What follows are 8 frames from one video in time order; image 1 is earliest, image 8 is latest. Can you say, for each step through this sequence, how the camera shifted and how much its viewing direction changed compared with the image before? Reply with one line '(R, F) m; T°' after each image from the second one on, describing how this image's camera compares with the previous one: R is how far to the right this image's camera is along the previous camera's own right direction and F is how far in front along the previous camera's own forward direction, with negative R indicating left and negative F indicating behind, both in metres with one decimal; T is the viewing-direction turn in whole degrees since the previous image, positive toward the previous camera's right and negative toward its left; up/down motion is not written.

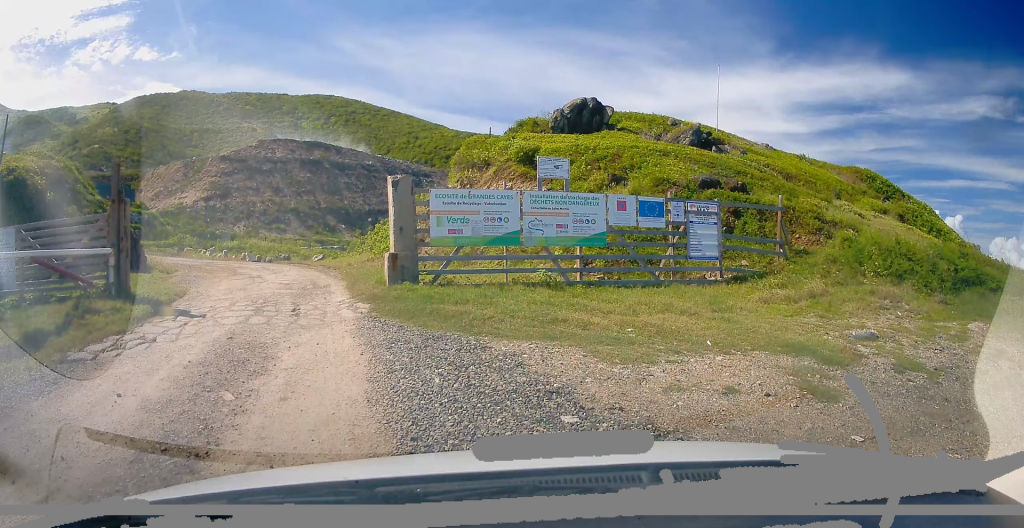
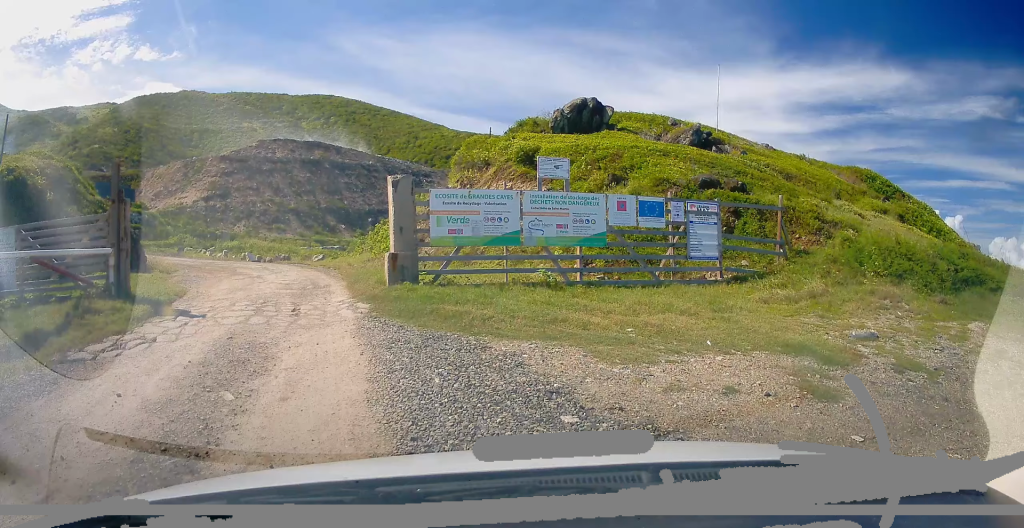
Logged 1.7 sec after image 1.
(0.0, 0.0) m; 0°
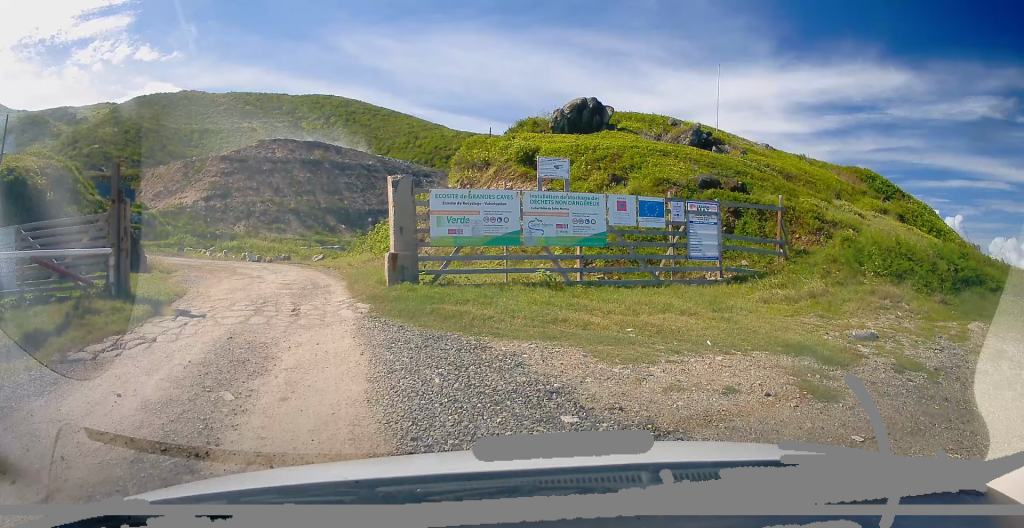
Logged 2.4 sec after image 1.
(0.0, 0.0) m; 0°
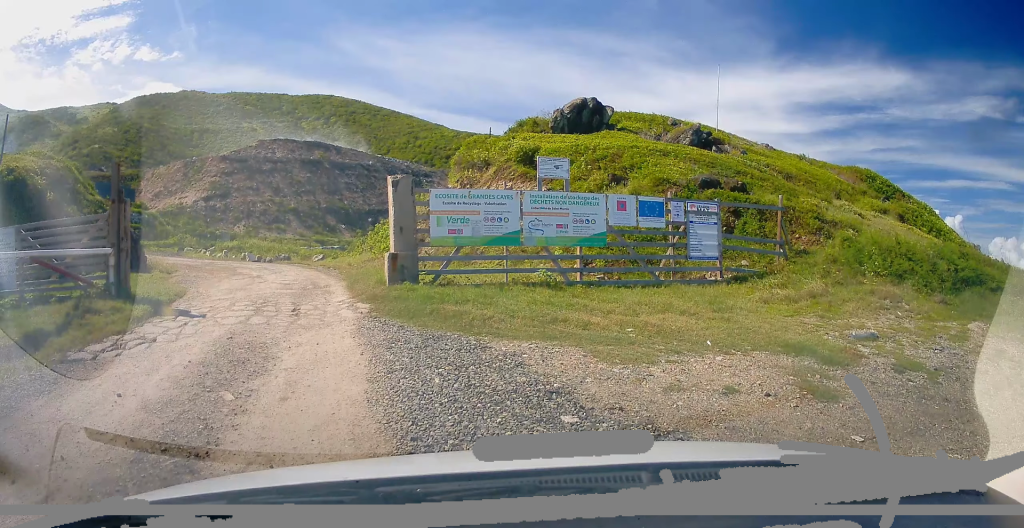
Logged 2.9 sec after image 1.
(0.0, 0.0) m; 0°
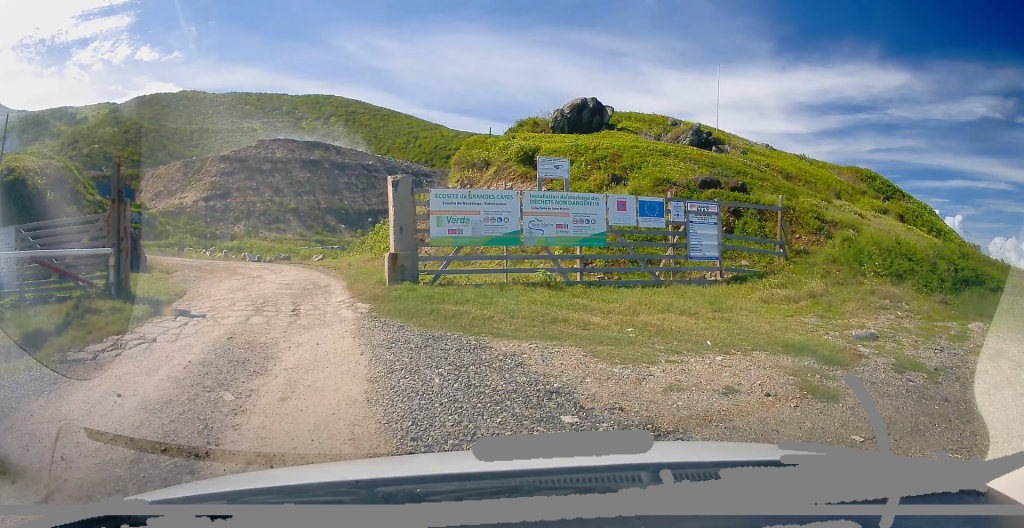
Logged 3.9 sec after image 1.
(0.0, 0.0) m; 0°
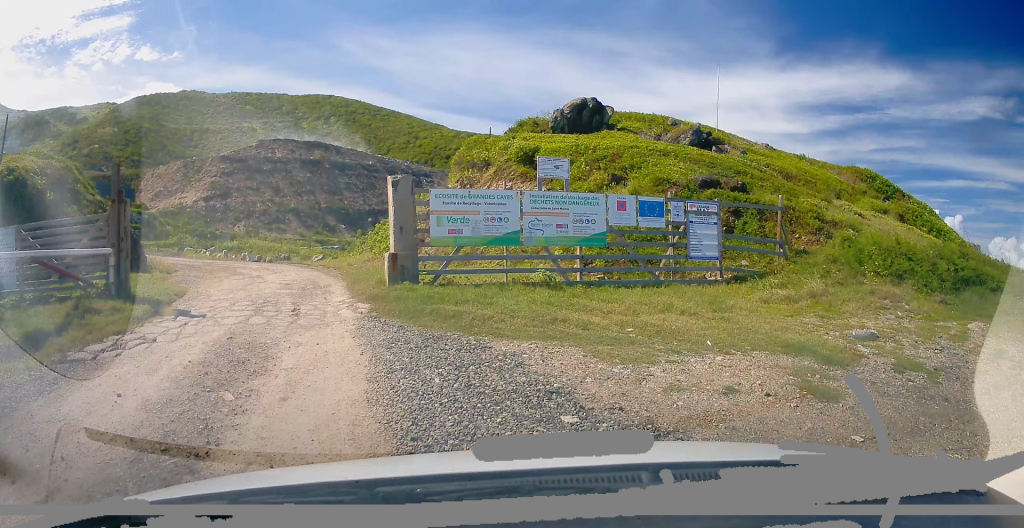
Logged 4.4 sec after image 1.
(0.0, 0.0) m; 0°
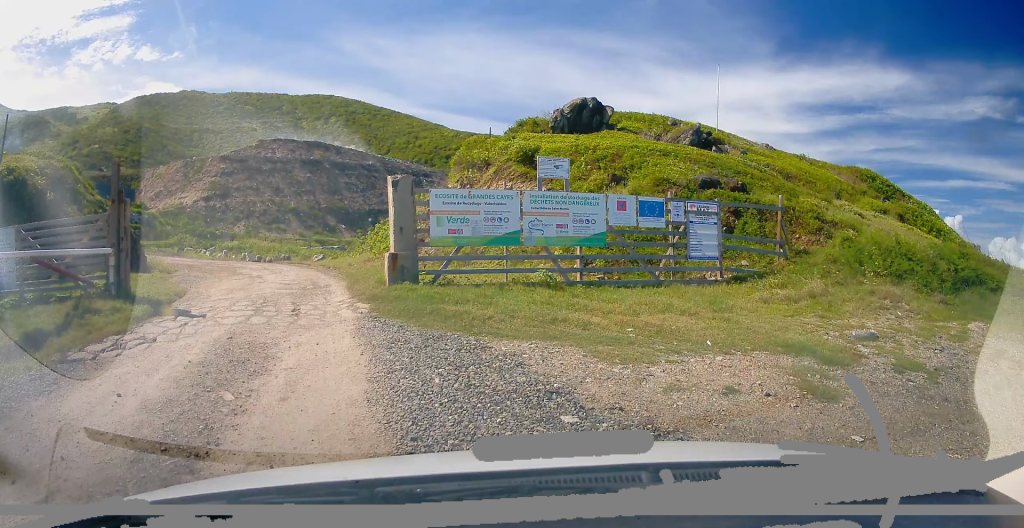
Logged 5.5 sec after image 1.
(0.0, 0.0) m; 0°
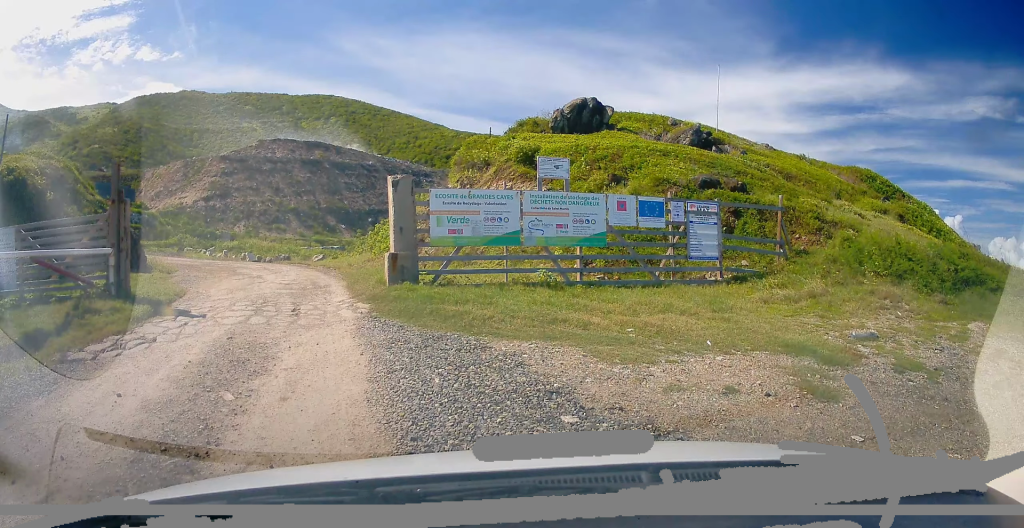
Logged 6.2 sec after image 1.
(0.0, 0.0) m; 0°
